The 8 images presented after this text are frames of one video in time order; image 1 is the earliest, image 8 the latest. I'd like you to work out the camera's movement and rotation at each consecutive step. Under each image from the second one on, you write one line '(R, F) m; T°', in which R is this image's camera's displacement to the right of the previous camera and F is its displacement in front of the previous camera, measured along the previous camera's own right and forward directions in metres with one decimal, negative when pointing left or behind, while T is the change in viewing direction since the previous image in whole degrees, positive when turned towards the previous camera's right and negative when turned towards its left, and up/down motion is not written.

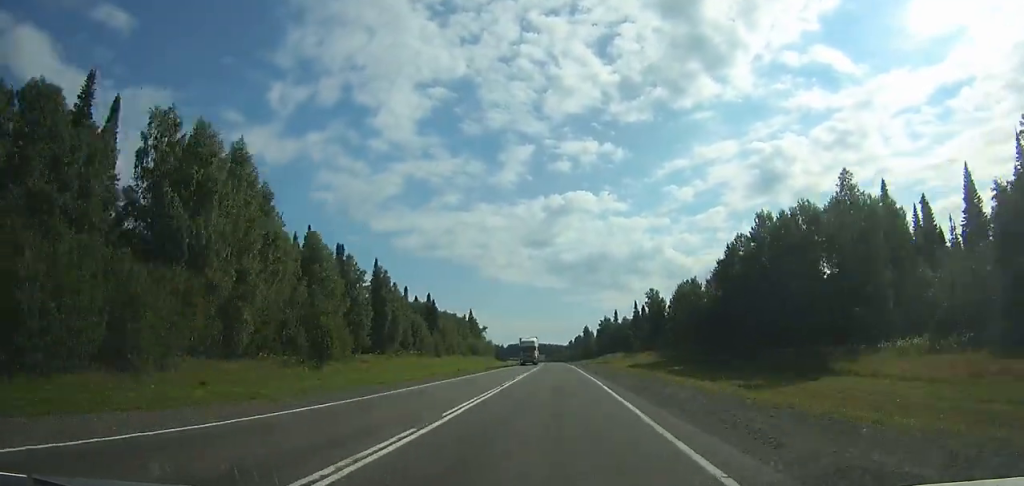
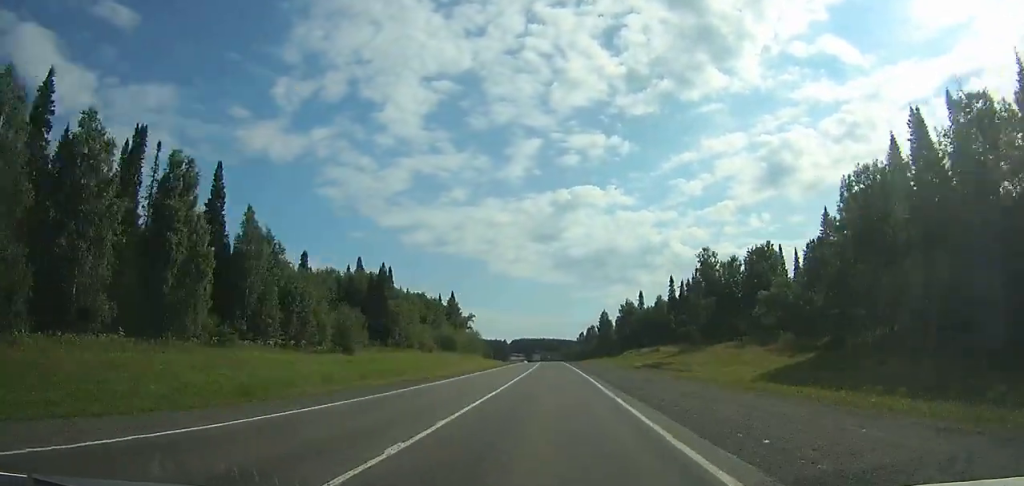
(-0.4, +63.8) m; -1°
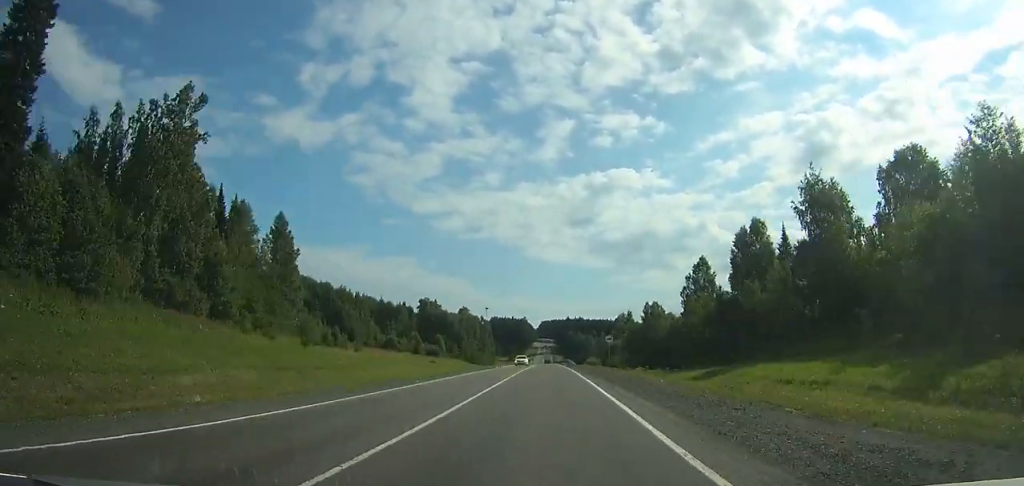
(-5.9, +187.2) m; -11°
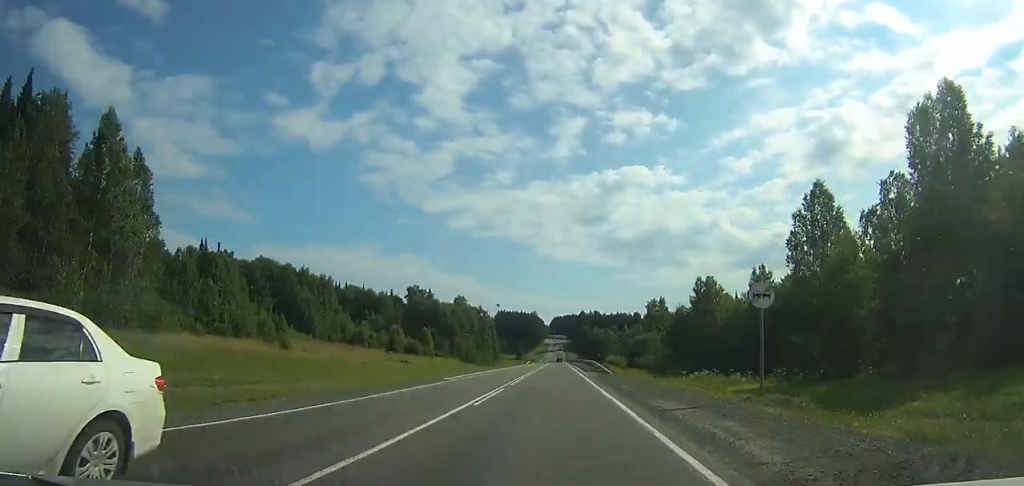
(-0.7, +35.7) m; -2°
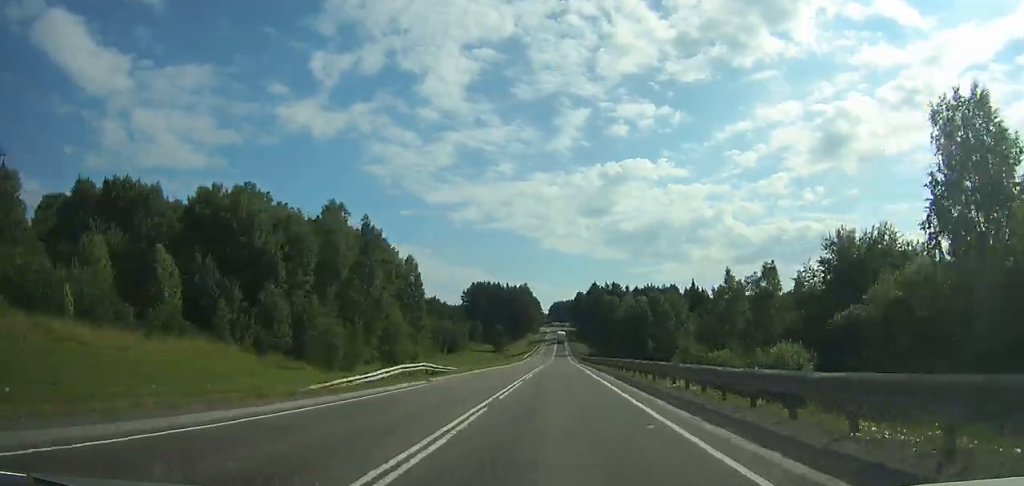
(+7.4, +109.4) m; +14°
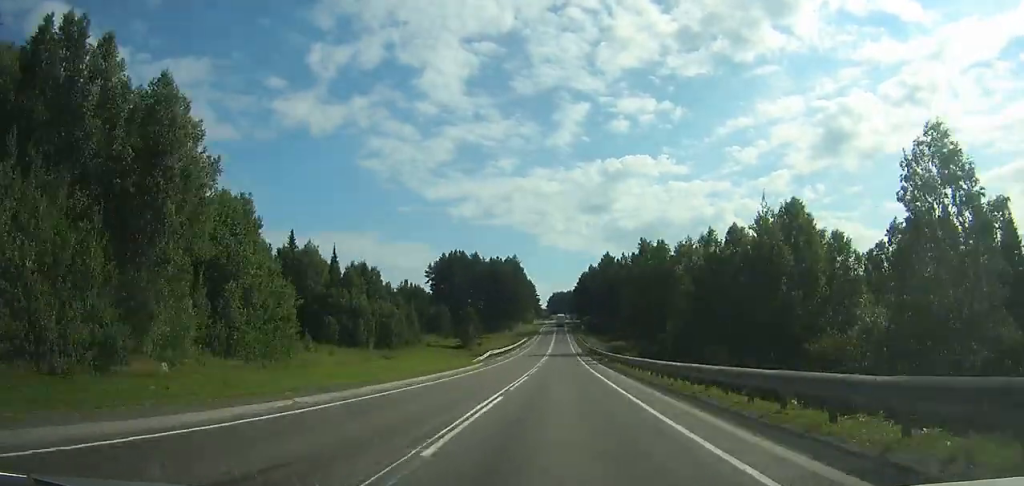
(+6.4, +75.6) m; +1°
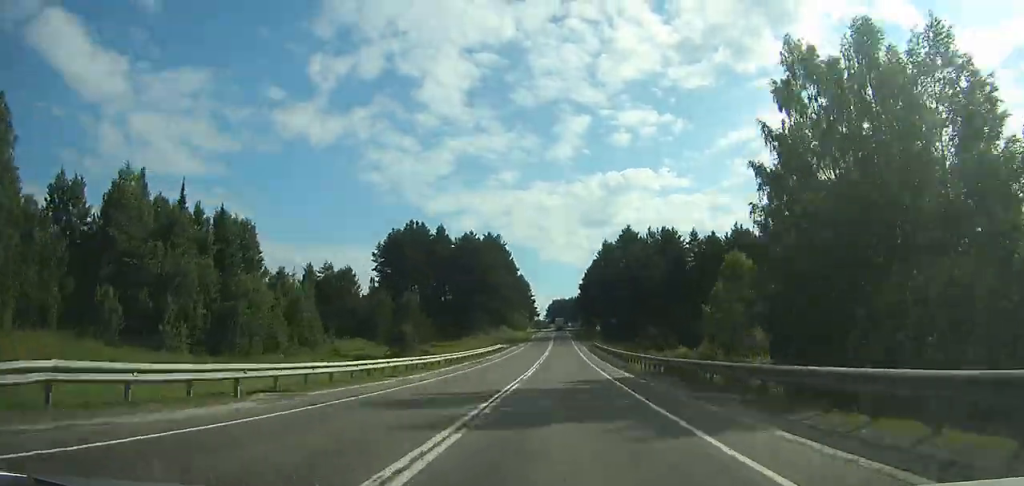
(-2.0, +59.7) m; -6°
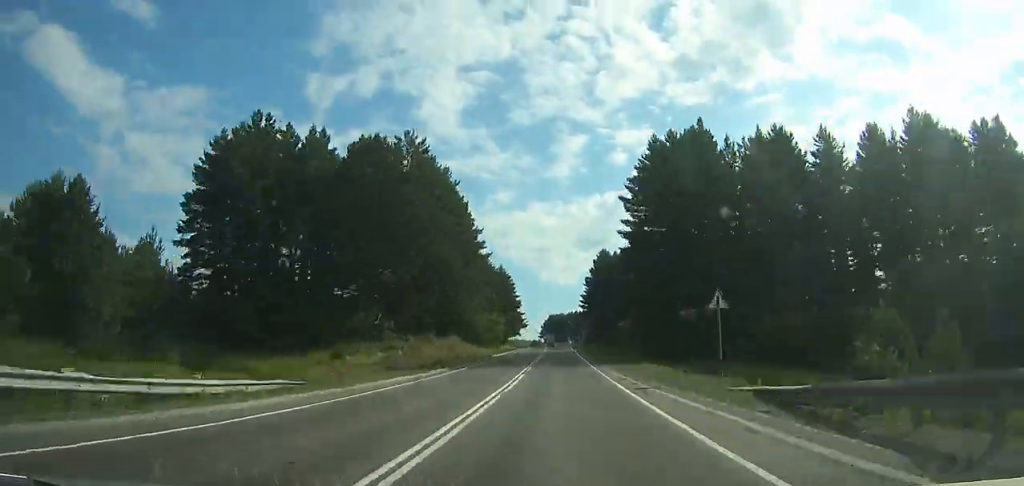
(-5.0, +69.5) m; -2°
